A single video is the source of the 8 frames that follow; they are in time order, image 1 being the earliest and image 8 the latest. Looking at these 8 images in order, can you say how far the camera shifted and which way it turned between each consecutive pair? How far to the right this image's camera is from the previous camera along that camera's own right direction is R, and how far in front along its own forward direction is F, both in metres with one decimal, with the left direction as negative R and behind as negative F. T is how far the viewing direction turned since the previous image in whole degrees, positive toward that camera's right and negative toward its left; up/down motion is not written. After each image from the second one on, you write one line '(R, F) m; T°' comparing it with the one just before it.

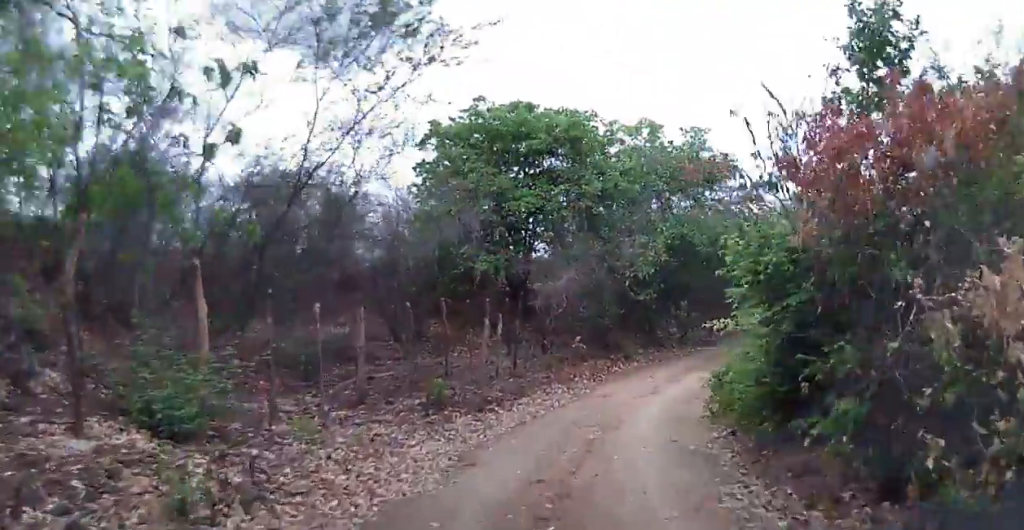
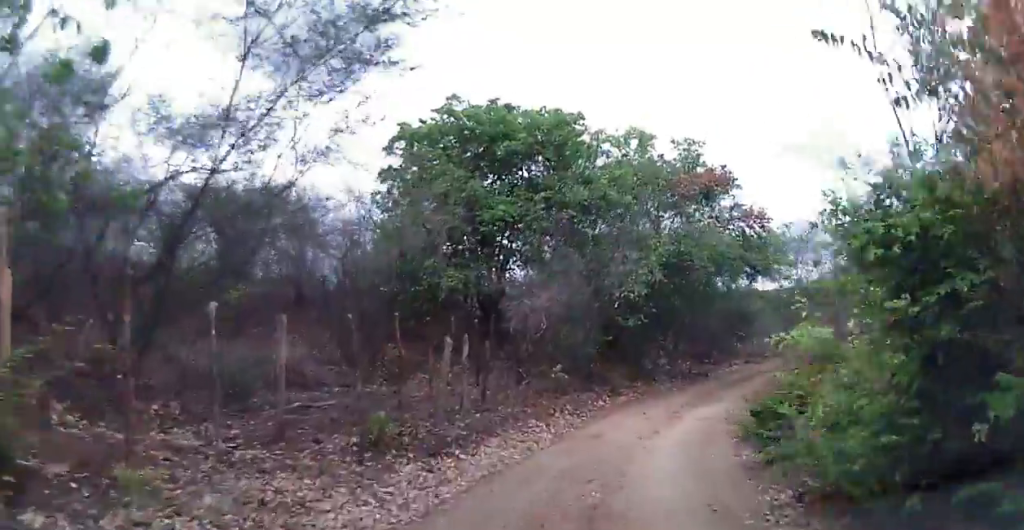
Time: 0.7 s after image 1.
(+0.1, +2.3) m; +2°
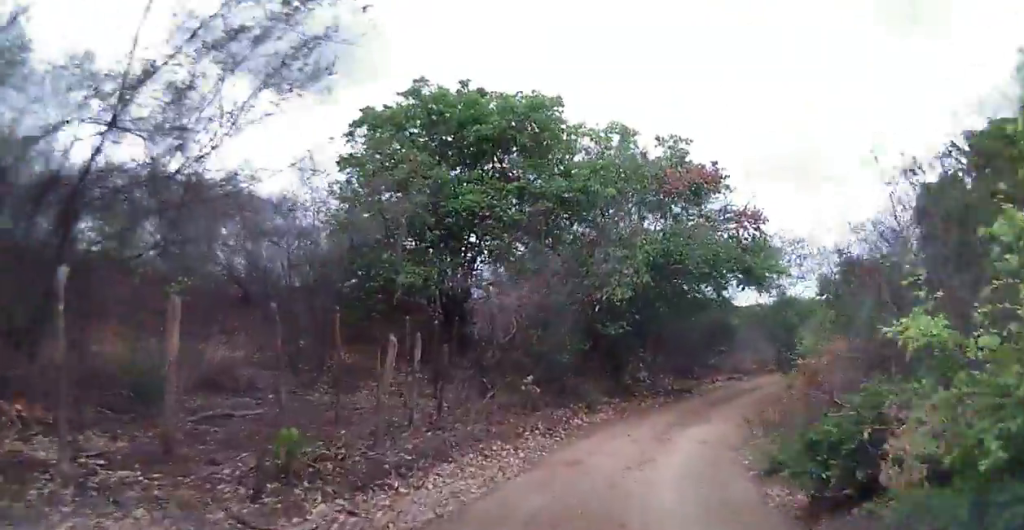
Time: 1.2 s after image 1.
(0.0, +1.7) m; +2°
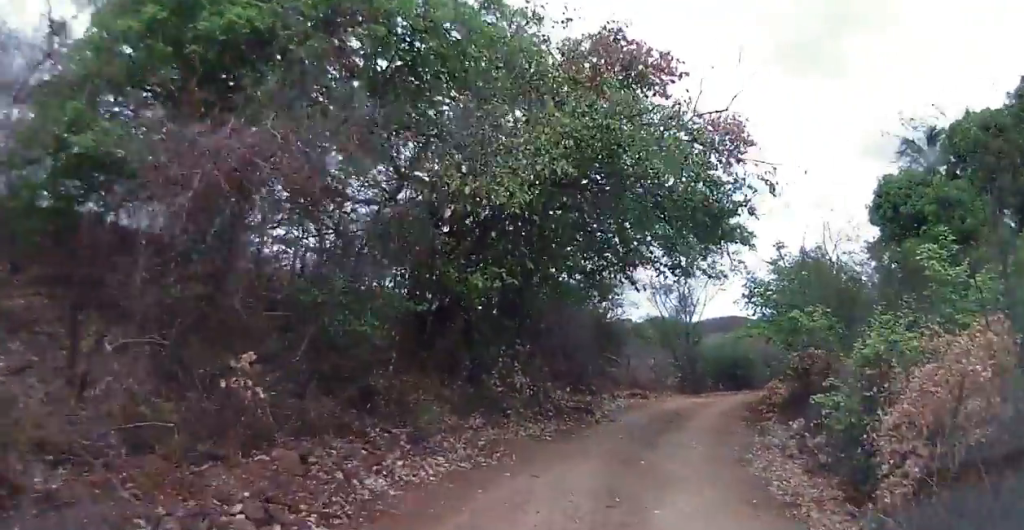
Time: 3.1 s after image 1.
(+0.9, +7.9) m; +10°
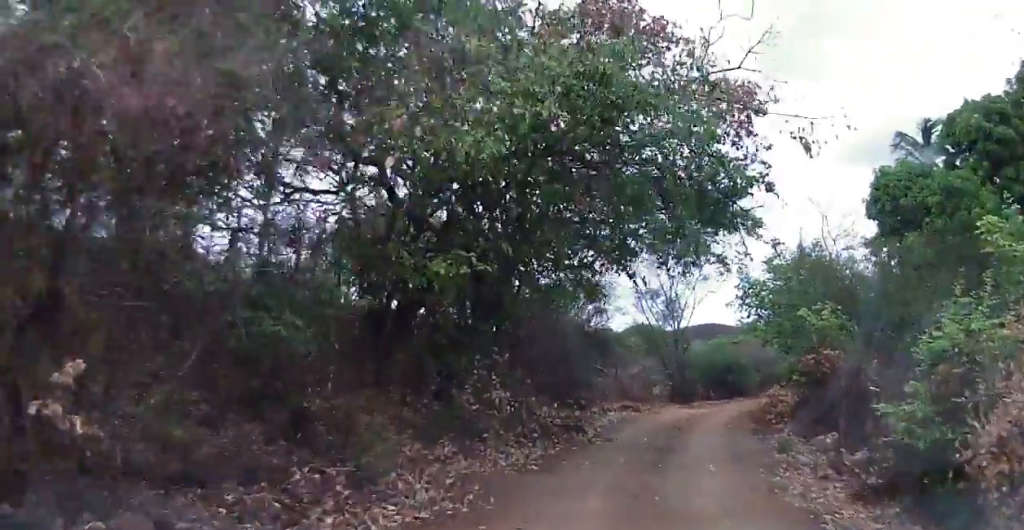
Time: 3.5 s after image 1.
(0.0, +2.1) m; 0°
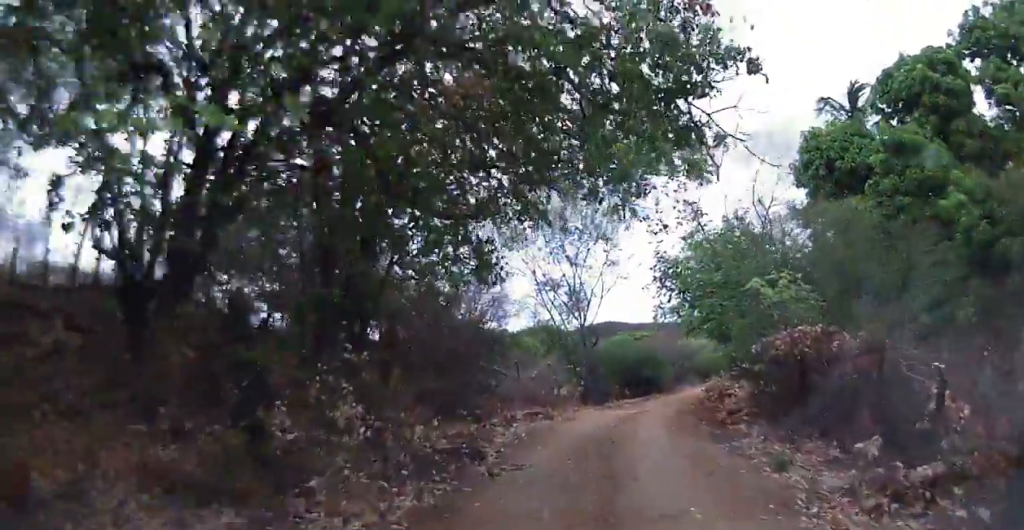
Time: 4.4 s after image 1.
(0.0, +4.4) m; +3°
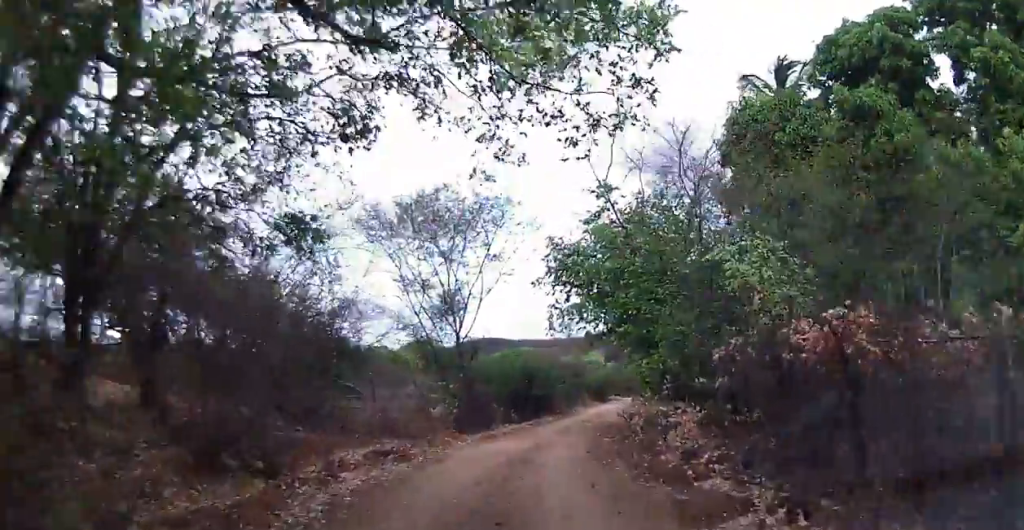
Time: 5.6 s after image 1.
(+0.6, +5.6) m; +14°
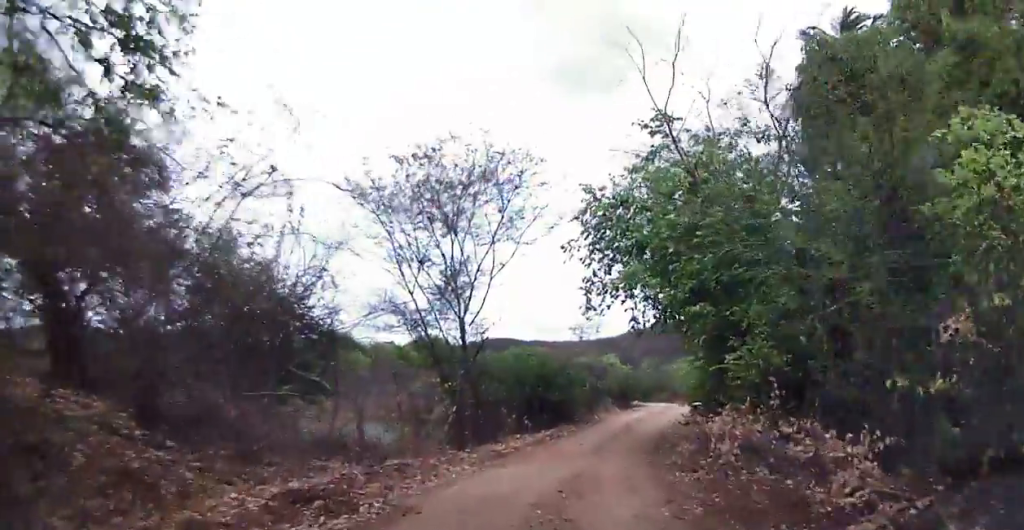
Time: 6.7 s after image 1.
(+0.4, +4.6) m; +3°
